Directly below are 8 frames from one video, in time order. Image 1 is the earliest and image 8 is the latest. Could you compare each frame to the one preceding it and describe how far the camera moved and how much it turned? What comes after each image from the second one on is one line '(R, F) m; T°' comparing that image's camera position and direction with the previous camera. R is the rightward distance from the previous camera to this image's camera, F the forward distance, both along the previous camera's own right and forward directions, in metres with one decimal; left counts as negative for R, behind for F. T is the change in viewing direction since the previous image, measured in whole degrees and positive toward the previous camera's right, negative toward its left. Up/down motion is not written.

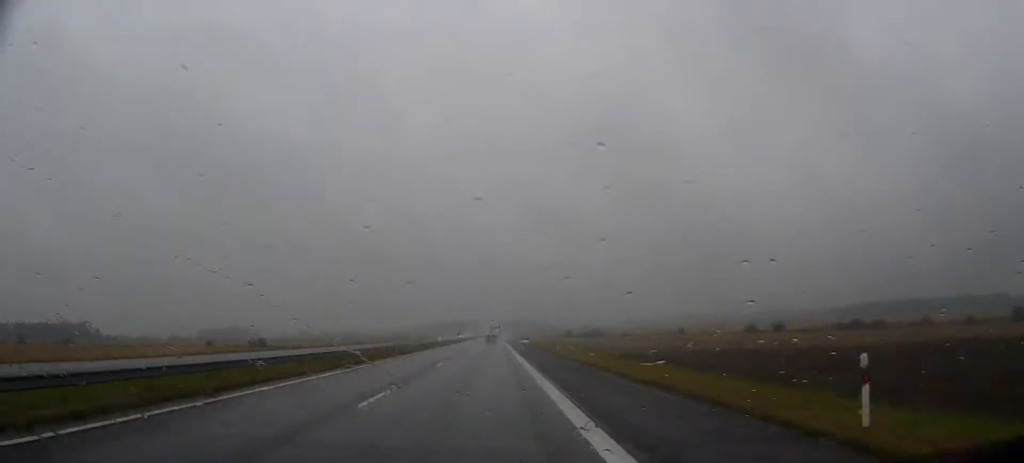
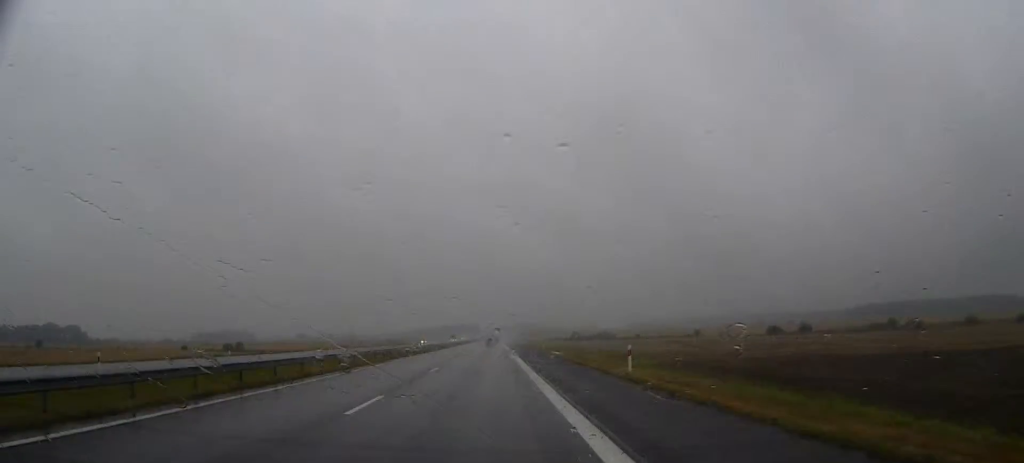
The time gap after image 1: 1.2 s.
(+0.1, +32.8) m; 0°
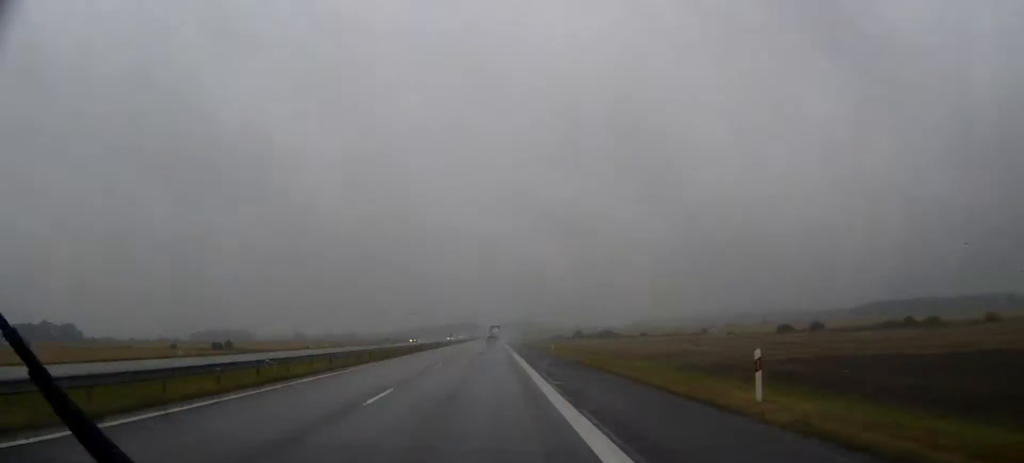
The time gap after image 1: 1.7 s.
(0.0, +14.1) m; 0°
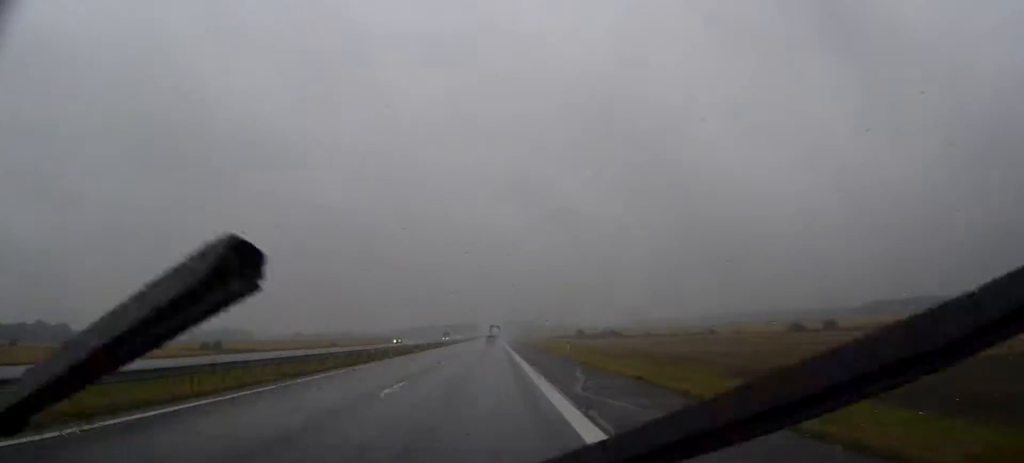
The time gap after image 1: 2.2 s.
(0.0, +14.0) m; 0°
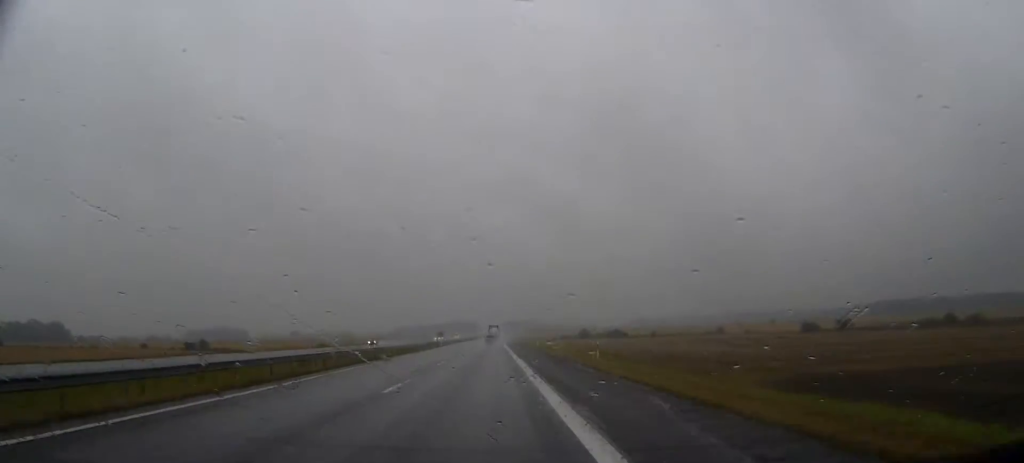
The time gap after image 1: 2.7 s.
(0.0, +15.0) m; 0°
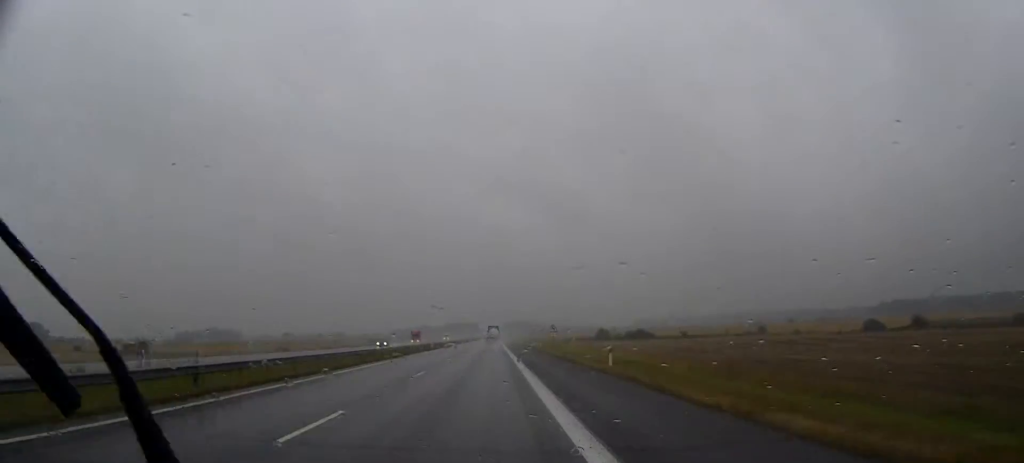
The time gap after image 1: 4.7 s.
(+0.3, +56.3) m; 0°
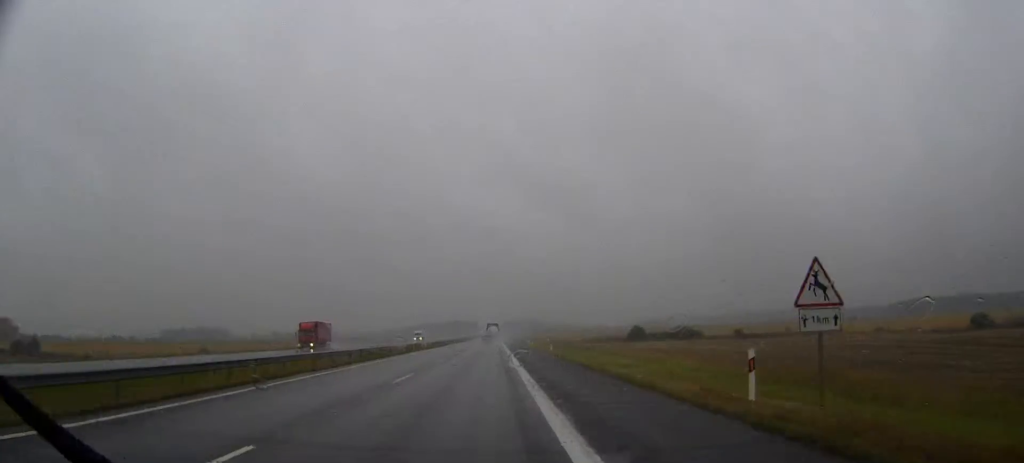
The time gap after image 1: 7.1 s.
(-0.6, +68.4) m; -1°
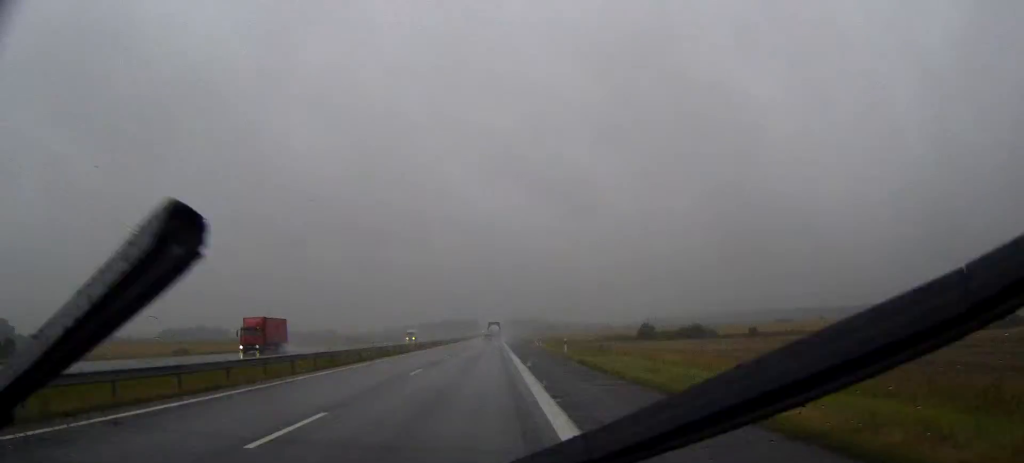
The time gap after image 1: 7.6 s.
(0.0, +12.2) m; 0°
